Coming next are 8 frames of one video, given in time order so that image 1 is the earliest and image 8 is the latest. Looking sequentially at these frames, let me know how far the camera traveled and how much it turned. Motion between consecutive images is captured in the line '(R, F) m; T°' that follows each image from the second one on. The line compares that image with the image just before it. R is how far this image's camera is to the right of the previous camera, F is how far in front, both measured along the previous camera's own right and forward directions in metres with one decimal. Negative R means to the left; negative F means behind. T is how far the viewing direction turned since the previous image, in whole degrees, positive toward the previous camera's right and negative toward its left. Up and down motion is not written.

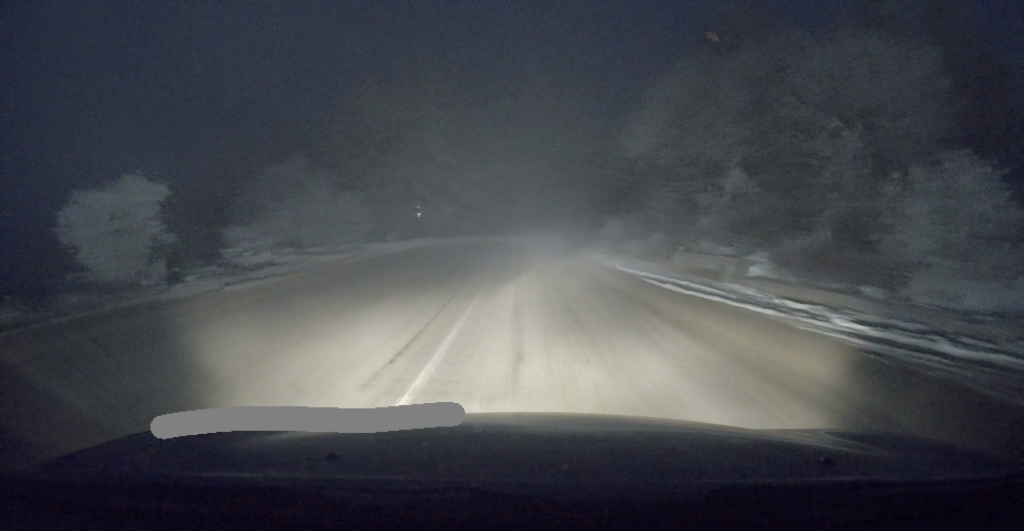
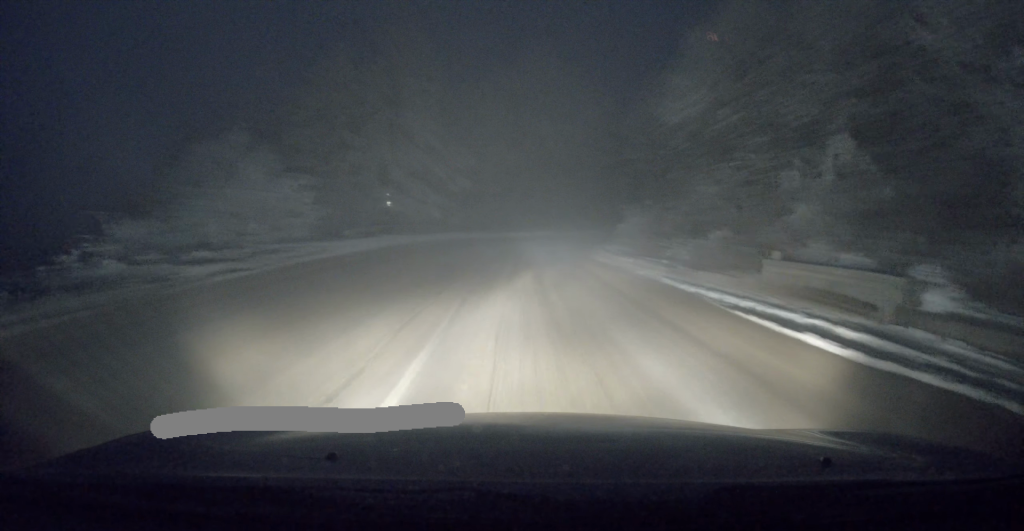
(-0.1, +7.7) m; +2°
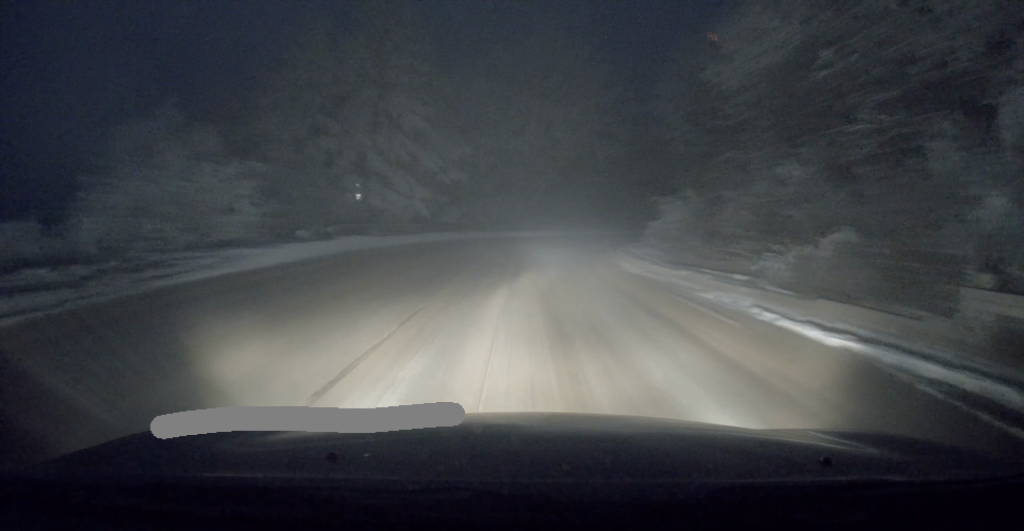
(+0.2, +6.0) m; 0°
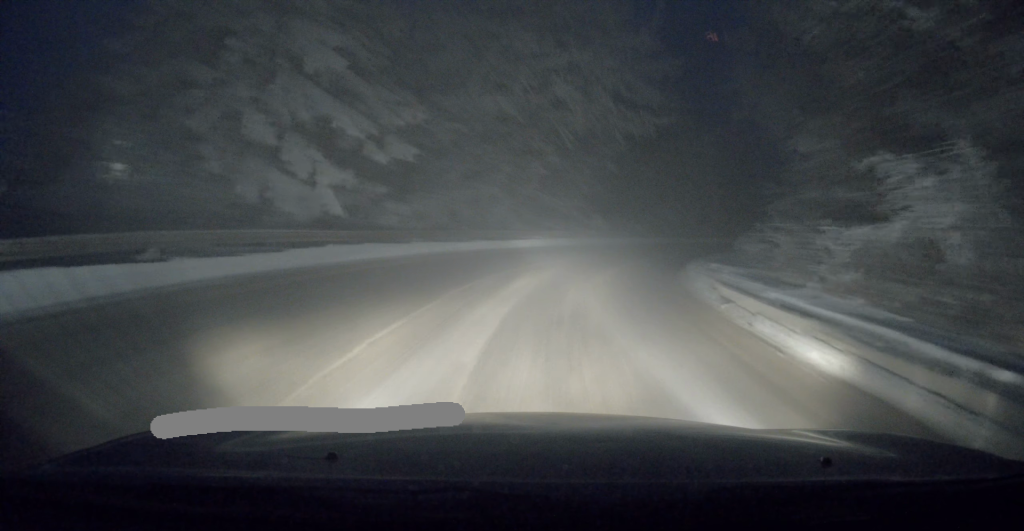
(-0.3, +13.9) m; 0°
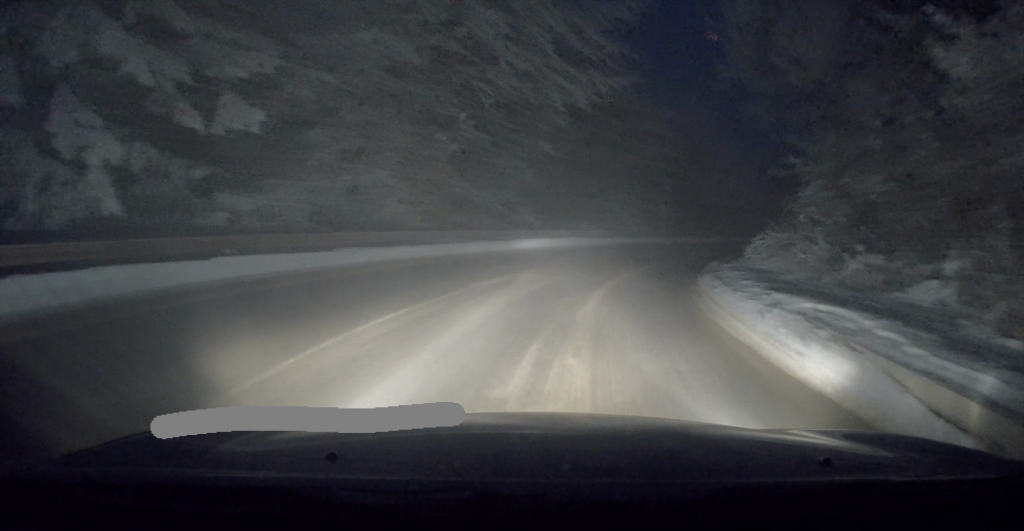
(+0.4, +8.3) m; +8°
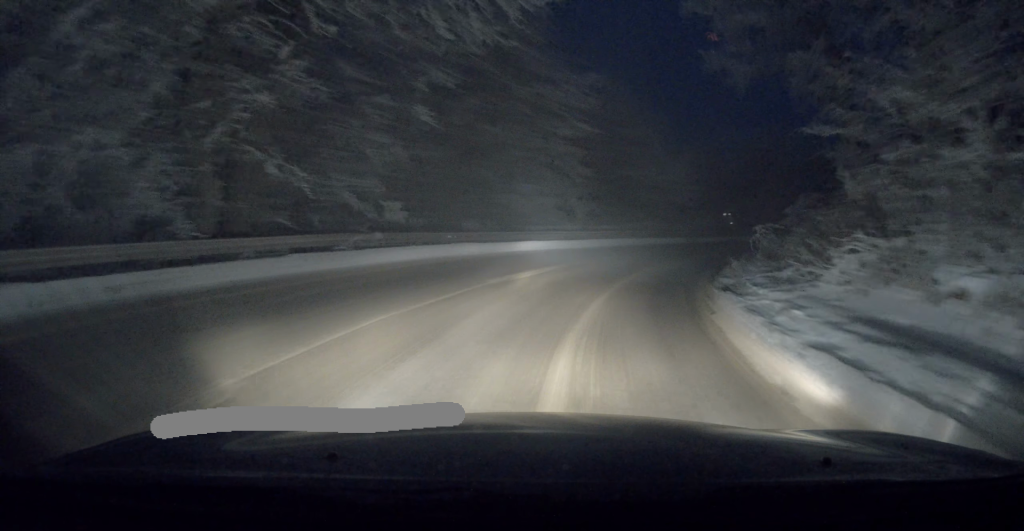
(+0.8, +8.6) m; +12°
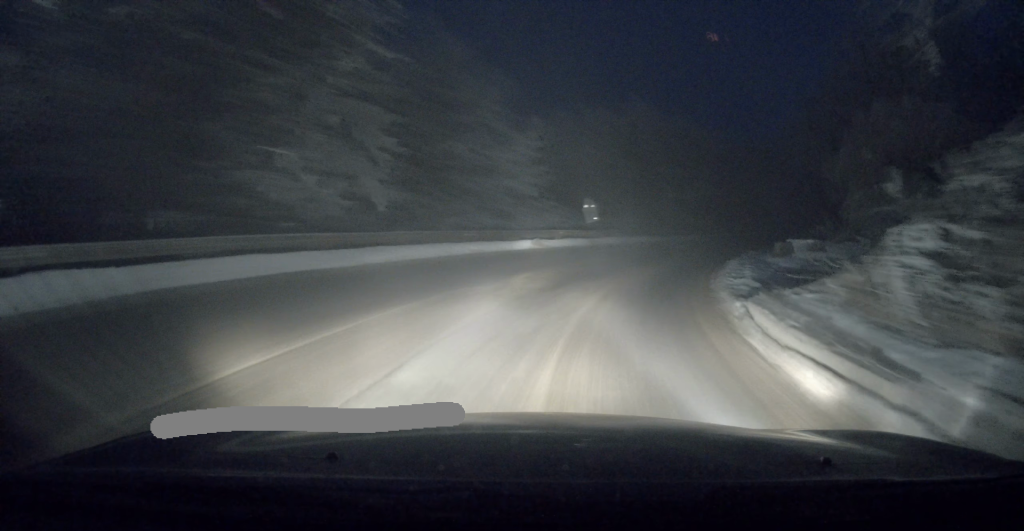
(+1.7, +12.2) m; +15°
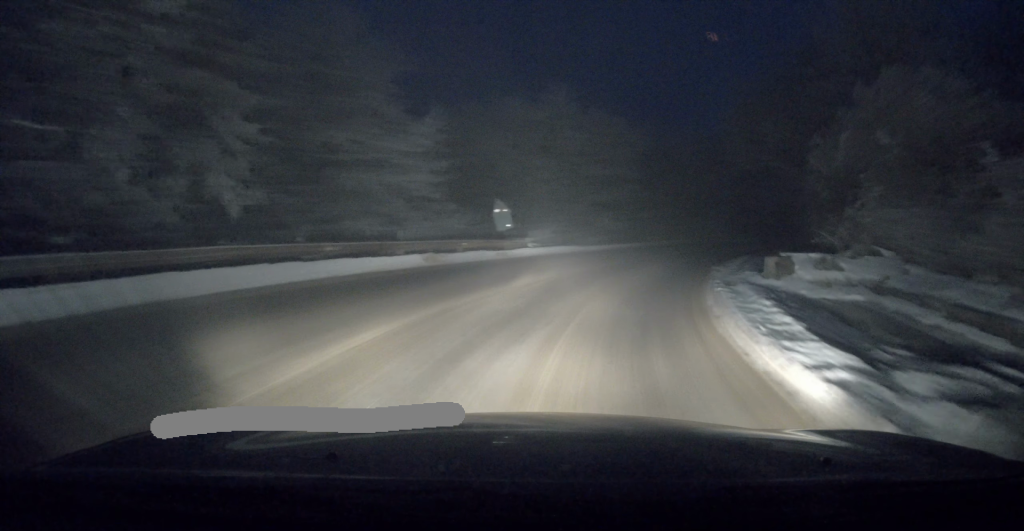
(+0.4, +6.0) m; +8°
